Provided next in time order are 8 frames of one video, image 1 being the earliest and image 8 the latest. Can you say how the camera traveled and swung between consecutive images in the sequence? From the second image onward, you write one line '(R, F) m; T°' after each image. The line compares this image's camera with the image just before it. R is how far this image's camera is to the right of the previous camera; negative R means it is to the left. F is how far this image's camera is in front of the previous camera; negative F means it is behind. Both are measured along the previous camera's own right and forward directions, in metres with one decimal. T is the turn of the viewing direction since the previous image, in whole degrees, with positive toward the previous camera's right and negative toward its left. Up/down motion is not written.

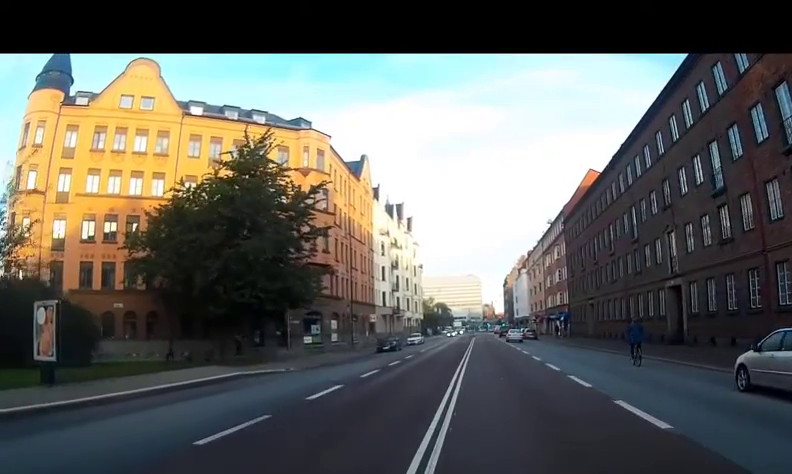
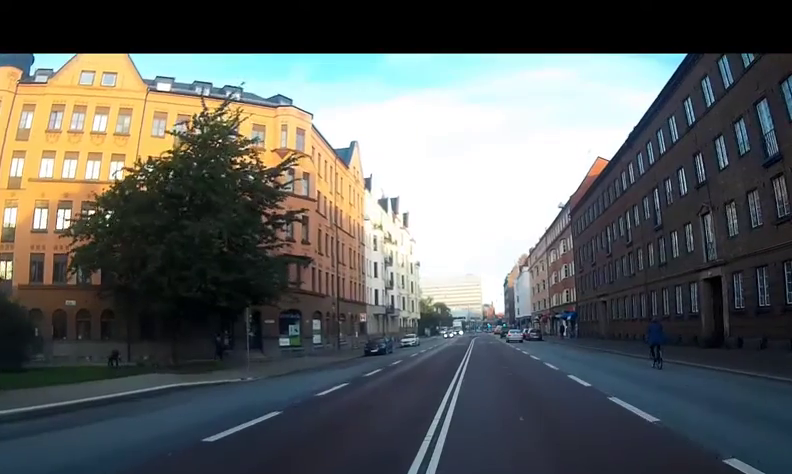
(0.0, +5.4) m; 0°
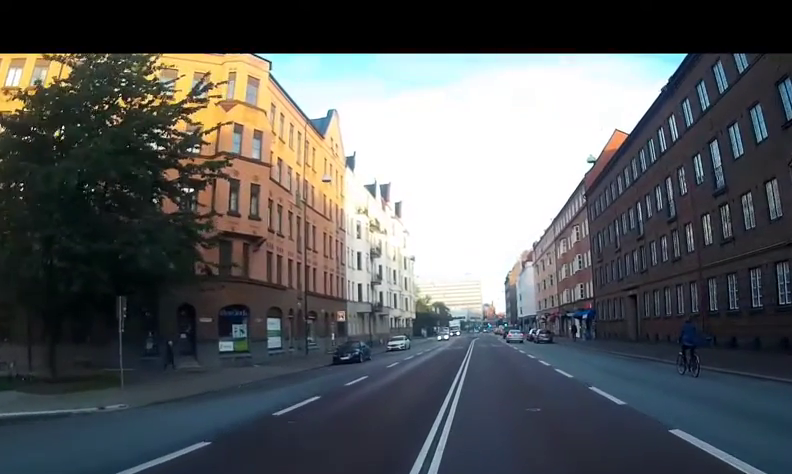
(-0.1, +9.4) m; -1°
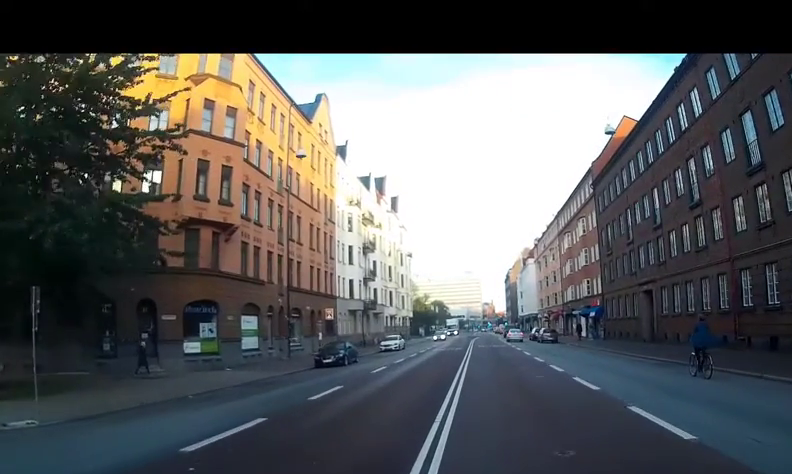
(-0.1, +3.8) m; -1°
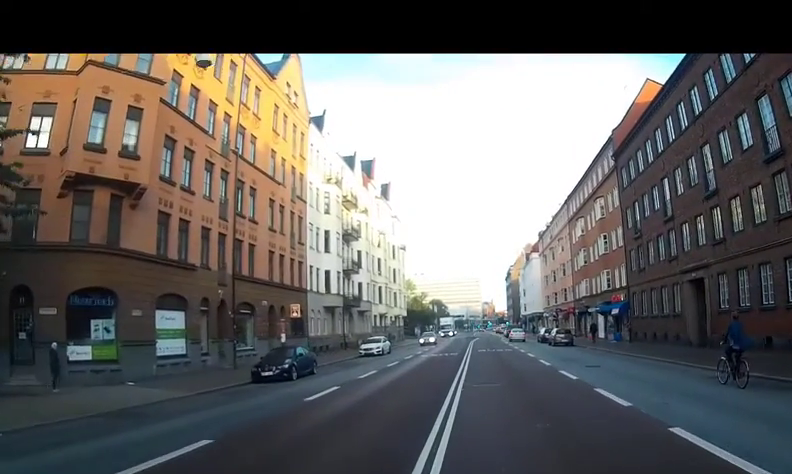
(-0.1, +8.7) m; +1°
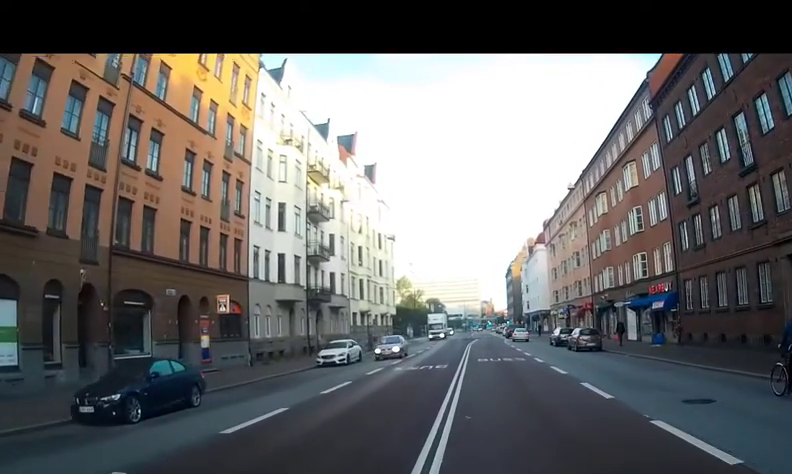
(+0.3, +10.8) m; +2°
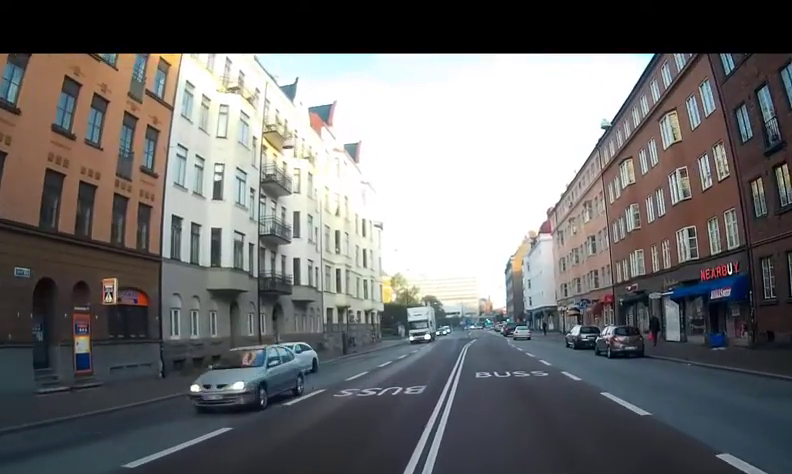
(0.0, +9.0) m; 0°
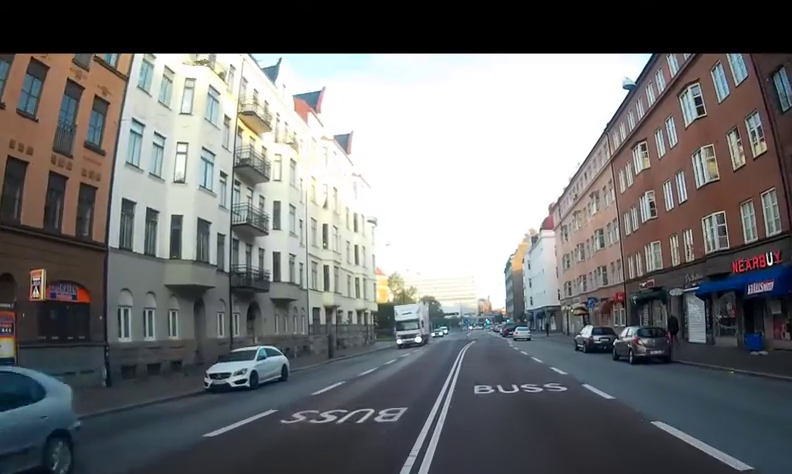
(0.0, +3.7) m; -1°
